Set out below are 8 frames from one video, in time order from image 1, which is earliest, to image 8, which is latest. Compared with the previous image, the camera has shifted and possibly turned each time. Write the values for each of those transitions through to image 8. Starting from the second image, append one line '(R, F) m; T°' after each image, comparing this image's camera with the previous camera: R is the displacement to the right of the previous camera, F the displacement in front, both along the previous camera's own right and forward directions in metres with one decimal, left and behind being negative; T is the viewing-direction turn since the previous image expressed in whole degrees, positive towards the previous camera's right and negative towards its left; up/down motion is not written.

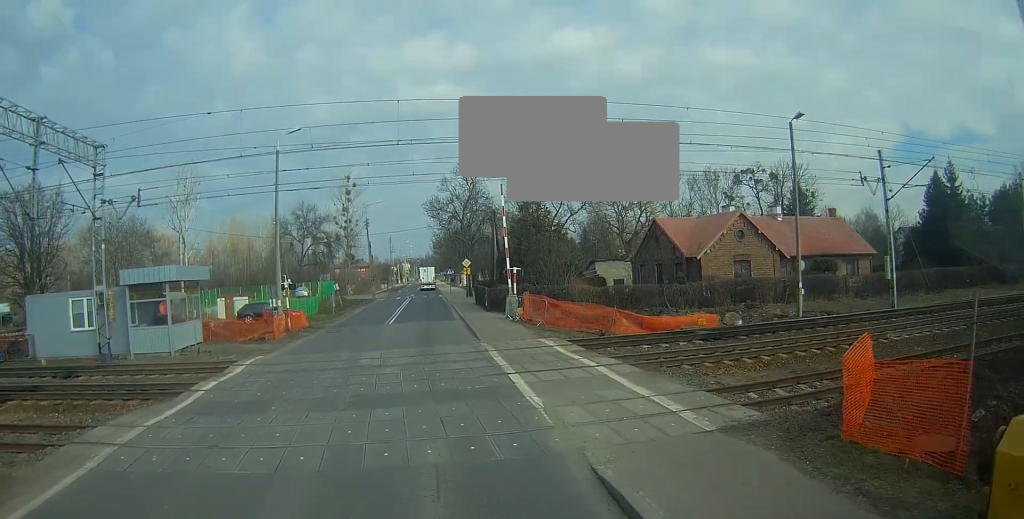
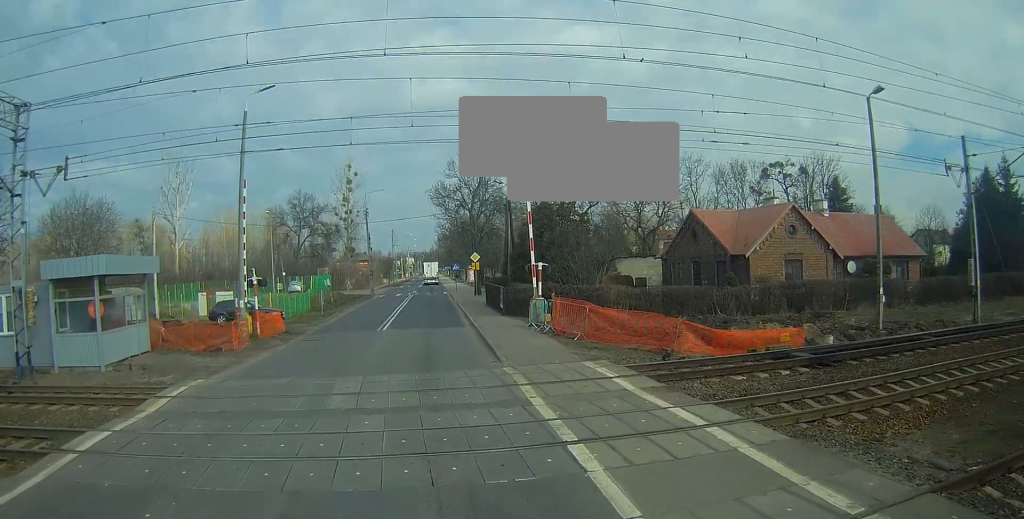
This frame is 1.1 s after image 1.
(+0.1, +7.5) m; -1°
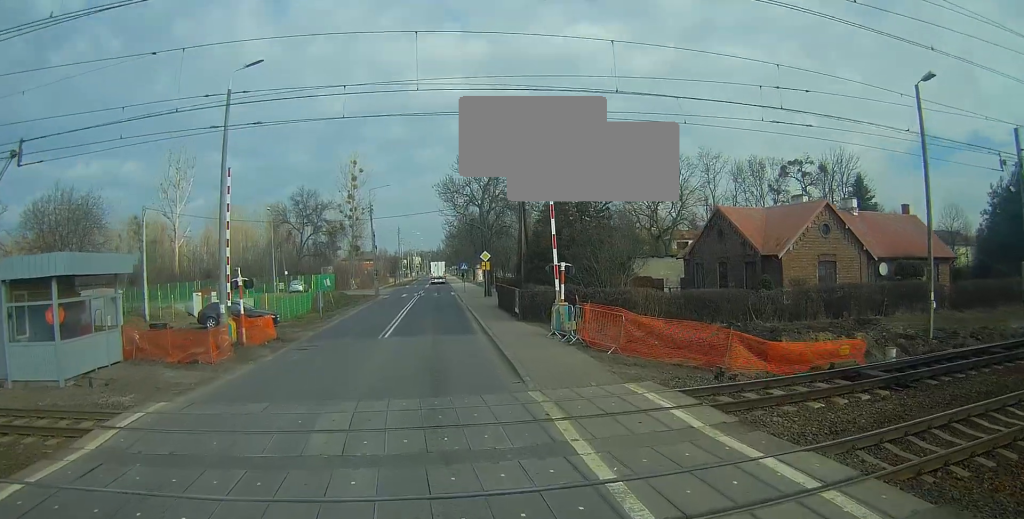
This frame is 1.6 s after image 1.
(0.0, +3.4) m; -2°
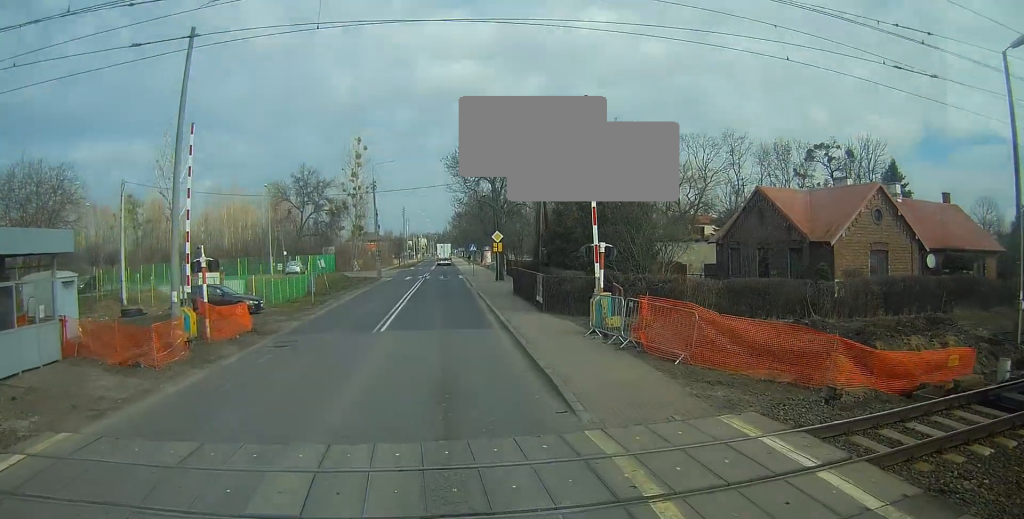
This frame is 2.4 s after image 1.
(-0.2, +5.0) m; -1°
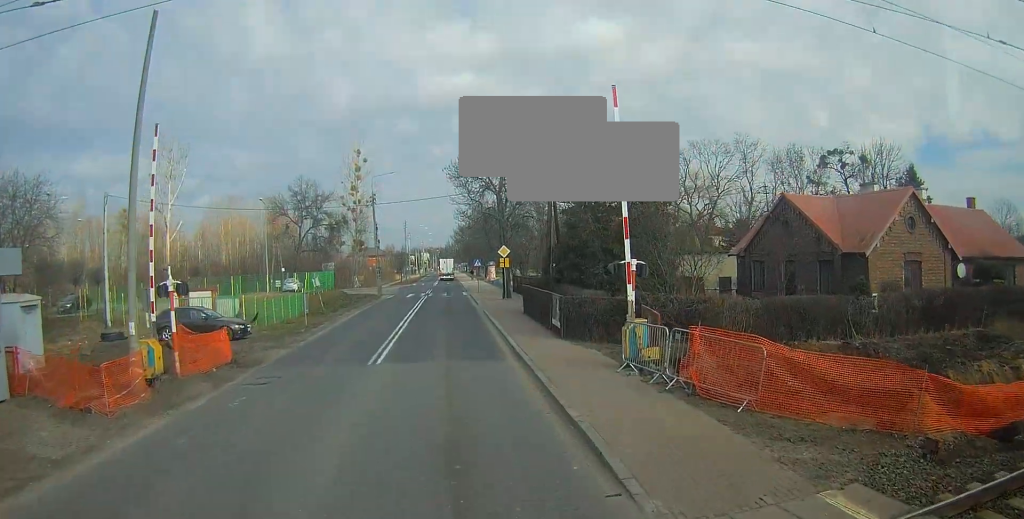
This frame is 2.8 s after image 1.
(0.0, +3.1) m; 0°
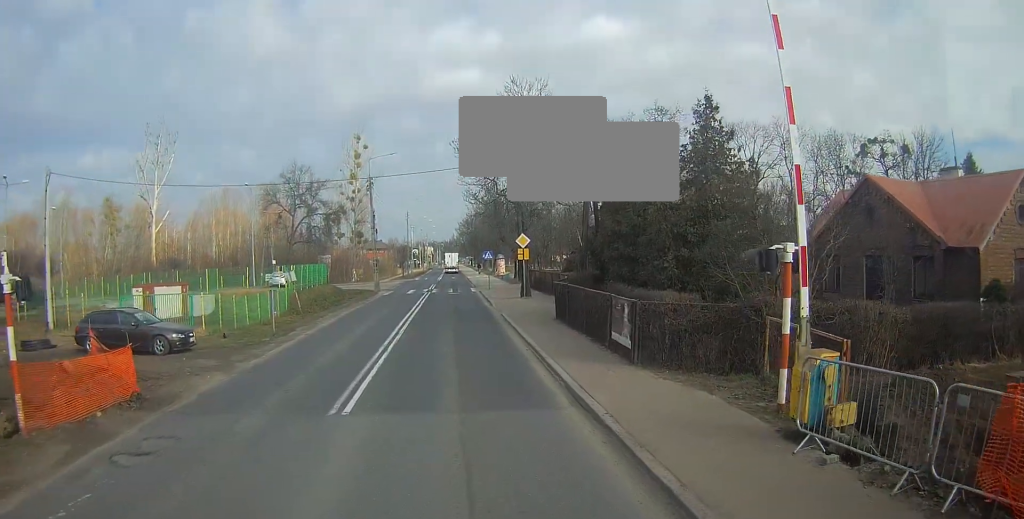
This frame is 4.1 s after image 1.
(+0.1, +8.3) m; 0°
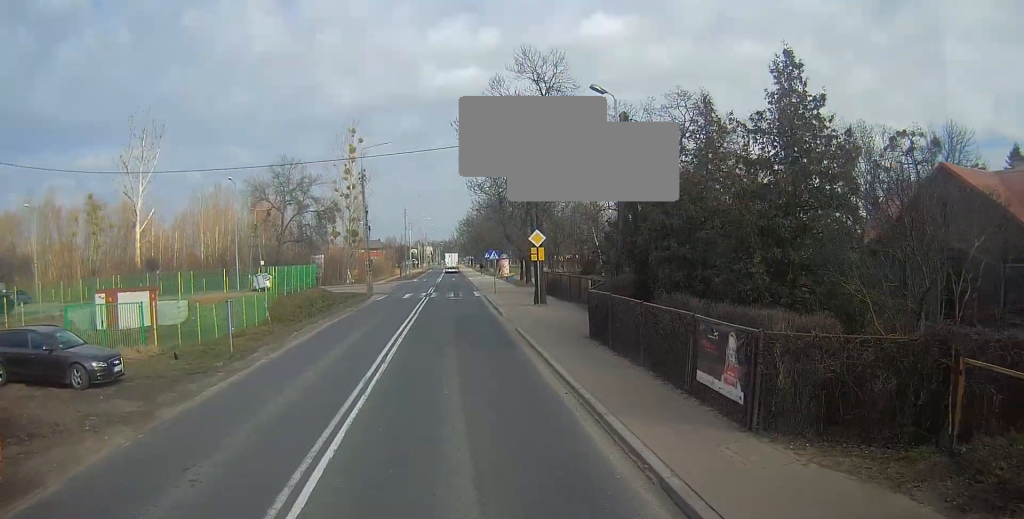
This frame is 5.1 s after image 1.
(0.0, +6.2) m; -1°
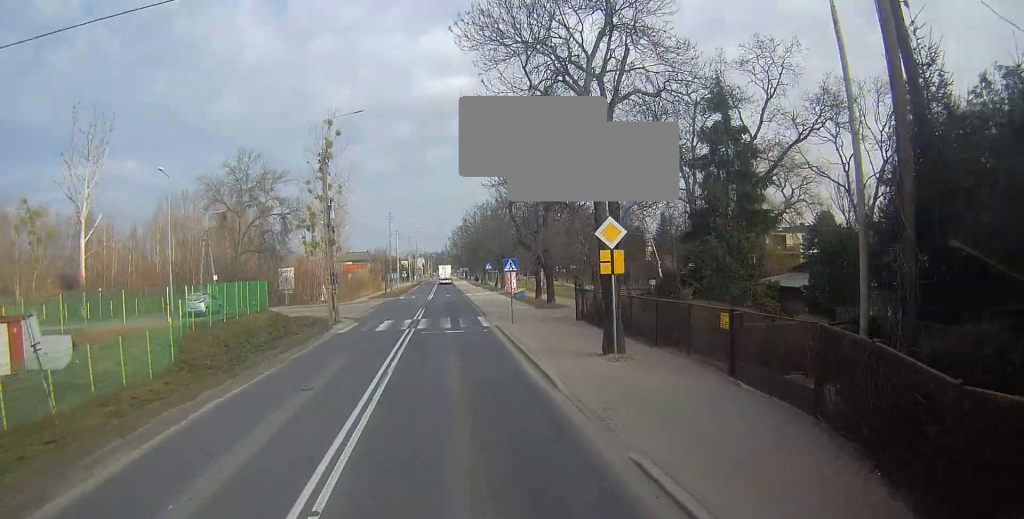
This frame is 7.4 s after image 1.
(-0.5, +14.3) m; -3°
